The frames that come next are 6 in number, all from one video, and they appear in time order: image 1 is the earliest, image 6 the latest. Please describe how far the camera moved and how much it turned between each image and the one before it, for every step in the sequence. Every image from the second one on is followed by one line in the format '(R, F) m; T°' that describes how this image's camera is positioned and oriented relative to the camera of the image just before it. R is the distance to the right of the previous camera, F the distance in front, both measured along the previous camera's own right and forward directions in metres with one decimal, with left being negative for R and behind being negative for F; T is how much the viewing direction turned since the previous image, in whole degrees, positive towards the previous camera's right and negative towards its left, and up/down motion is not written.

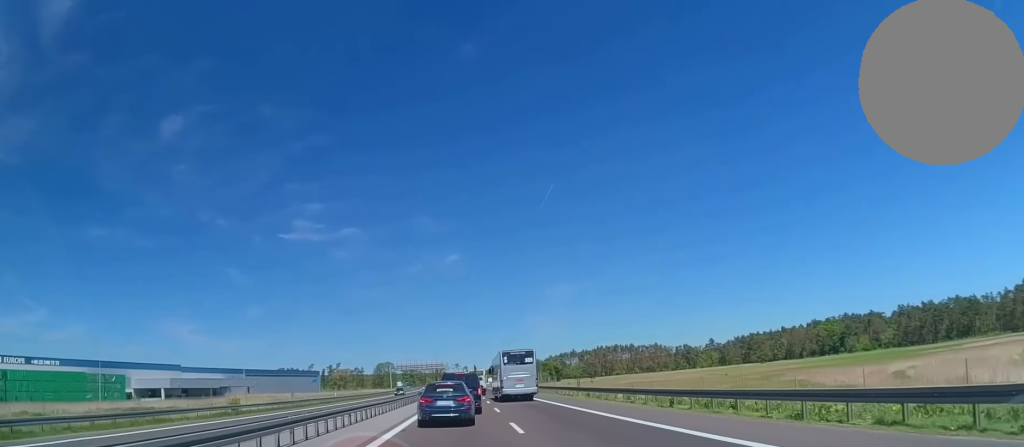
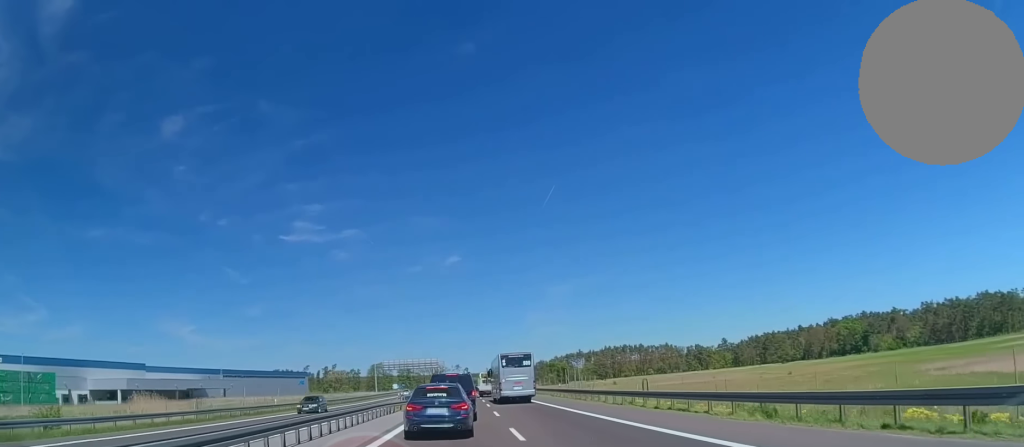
(+0.1, +27.1) m; 0°
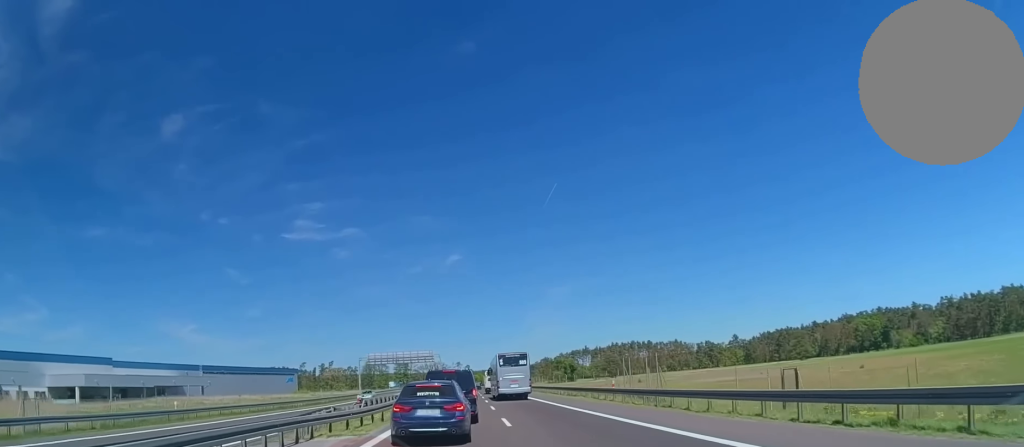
(0.0, +20.9) m; 0°
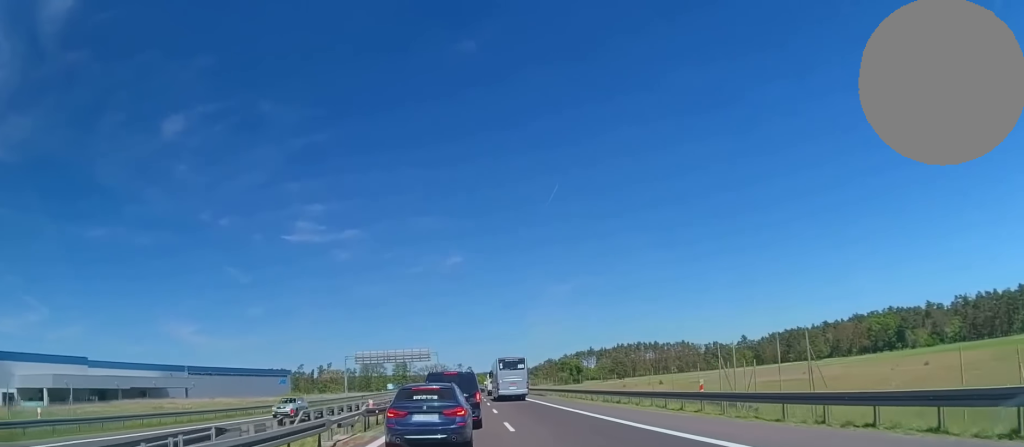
(-0.1, +14.5) m; 0°
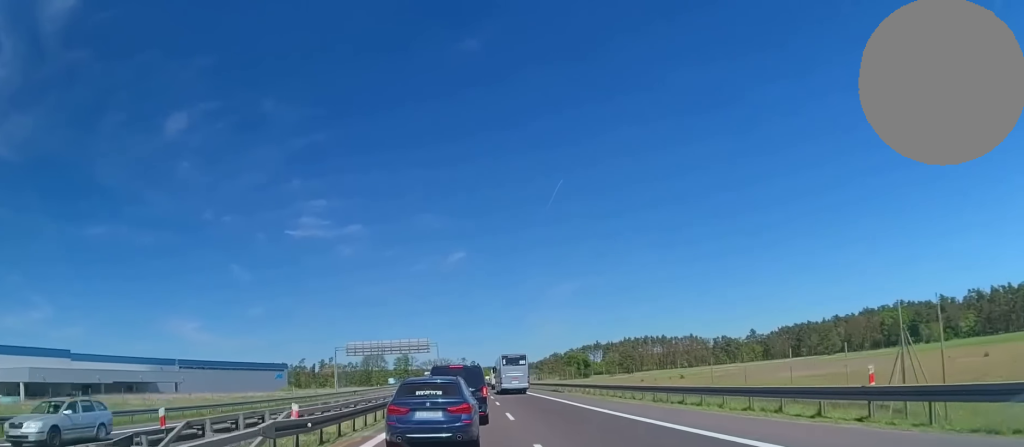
(+0.1, +10.6) m; 0°
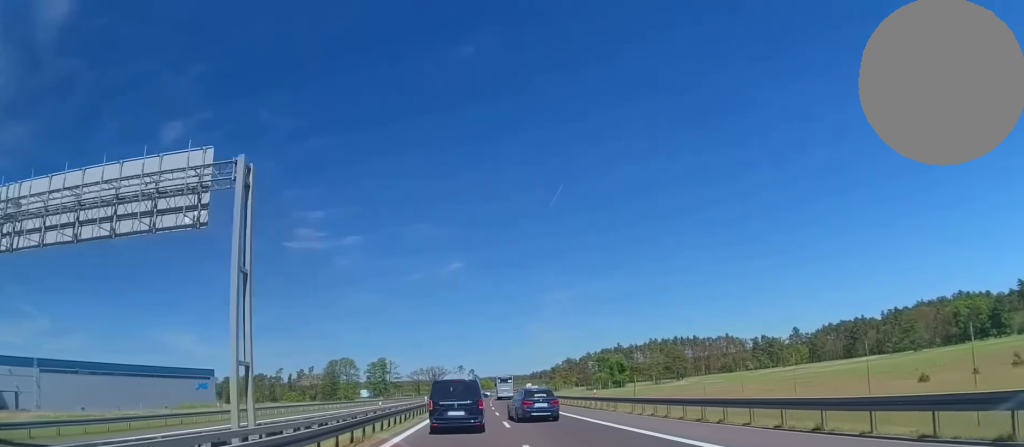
(-0.5, +71.3) m; 0°
